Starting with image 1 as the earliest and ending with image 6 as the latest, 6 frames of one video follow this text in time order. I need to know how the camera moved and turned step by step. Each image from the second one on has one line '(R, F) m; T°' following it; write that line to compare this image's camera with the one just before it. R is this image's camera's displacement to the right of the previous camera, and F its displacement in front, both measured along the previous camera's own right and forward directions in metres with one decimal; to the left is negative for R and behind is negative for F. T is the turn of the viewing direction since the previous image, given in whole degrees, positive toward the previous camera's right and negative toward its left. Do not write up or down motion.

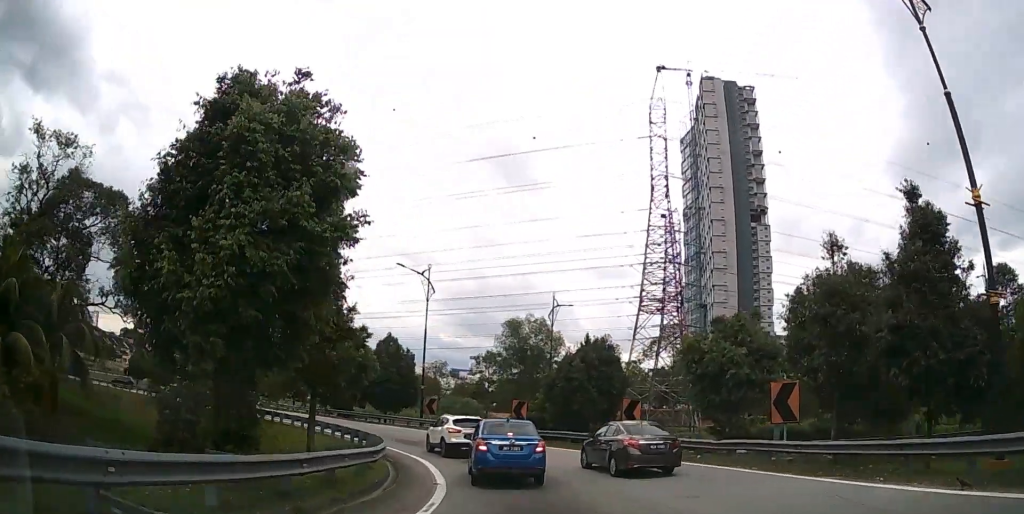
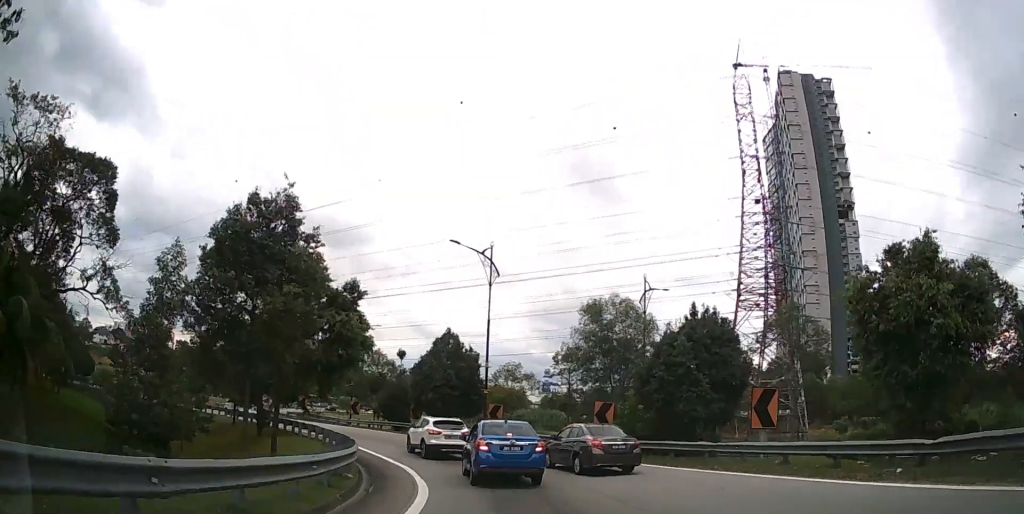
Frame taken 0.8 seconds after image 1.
(-0.6, +8.2) m; -10°
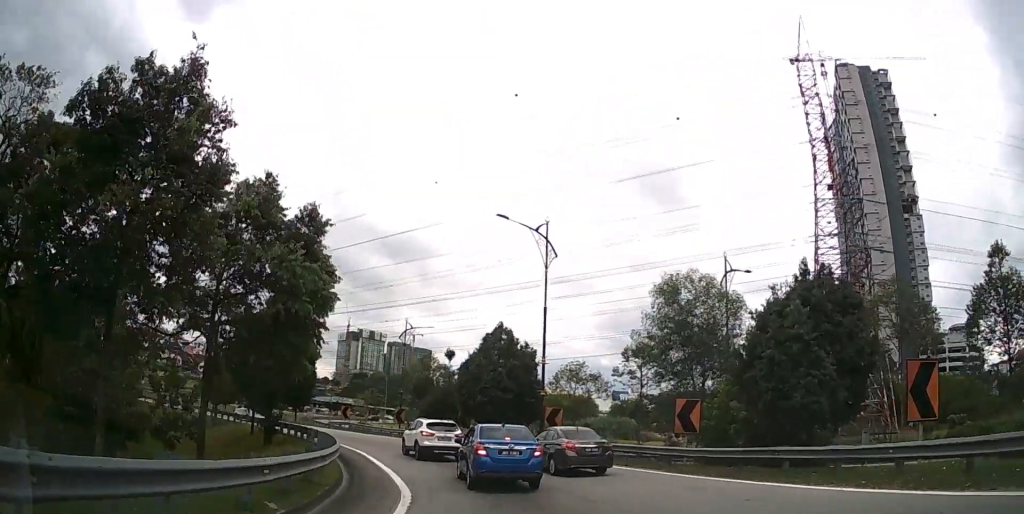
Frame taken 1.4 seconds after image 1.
(-0.4, +6.0) m; -7°
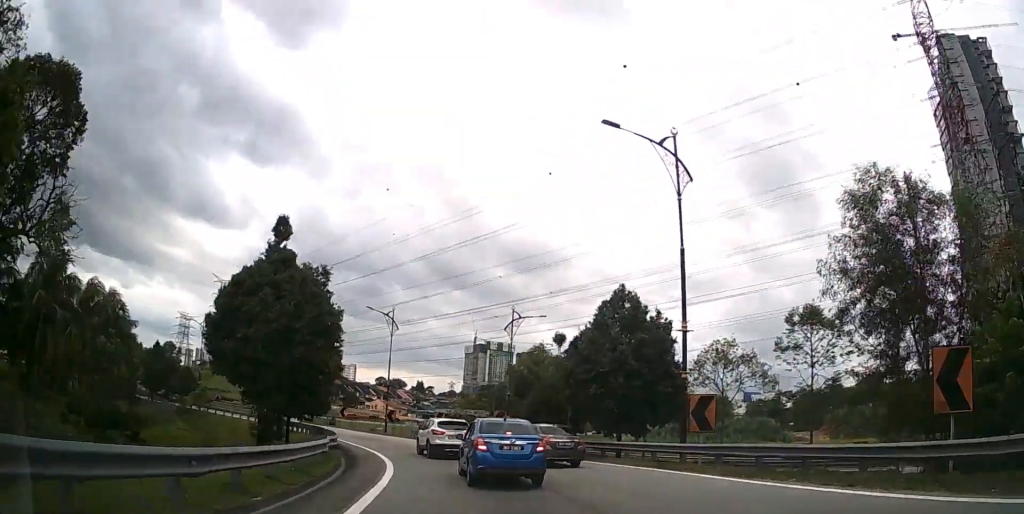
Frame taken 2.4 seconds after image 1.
(-1.0, +9.7) m; -12°
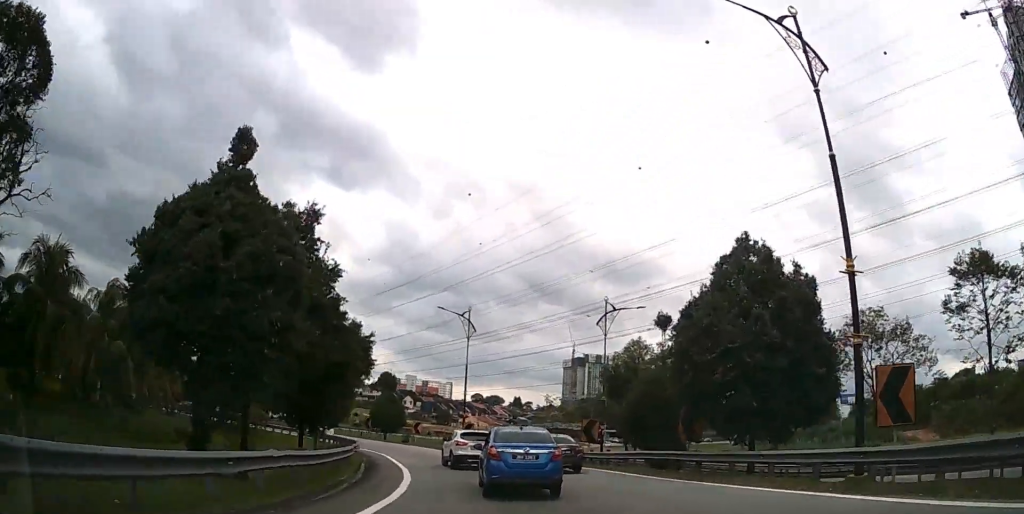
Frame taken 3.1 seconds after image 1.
(-0.6, +7.5) m; -10°
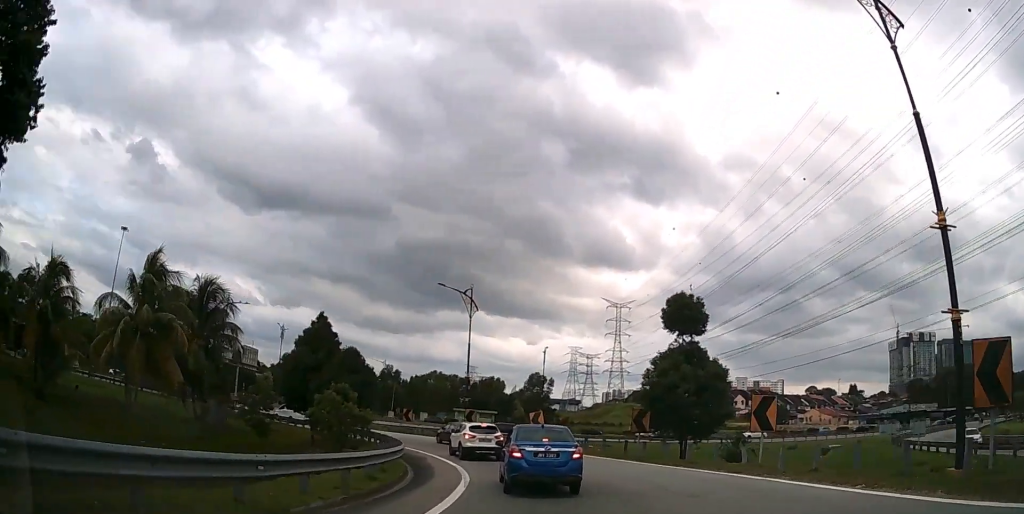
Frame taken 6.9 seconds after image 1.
(-12.6, +37.0) m; -33°
